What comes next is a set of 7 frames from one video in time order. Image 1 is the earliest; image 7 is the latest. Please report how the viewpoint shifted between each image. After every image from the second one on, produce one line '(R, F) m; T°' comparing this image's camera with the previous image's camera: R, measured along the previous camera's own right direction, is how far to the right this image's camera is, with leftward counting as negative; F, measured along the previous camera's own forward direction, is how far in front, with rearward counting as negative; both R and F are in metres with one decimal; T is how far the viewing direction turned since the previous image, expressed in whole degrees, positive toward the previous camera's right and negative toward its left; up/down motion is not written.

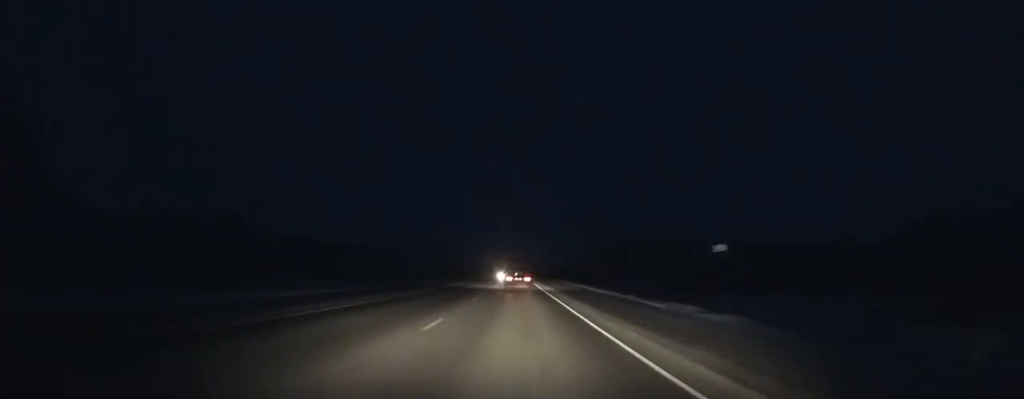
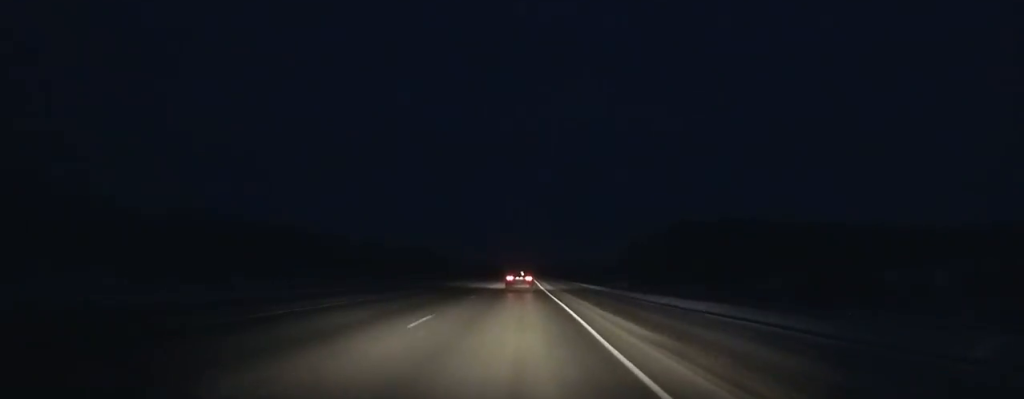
(-1.2, +118.4) m; -1°
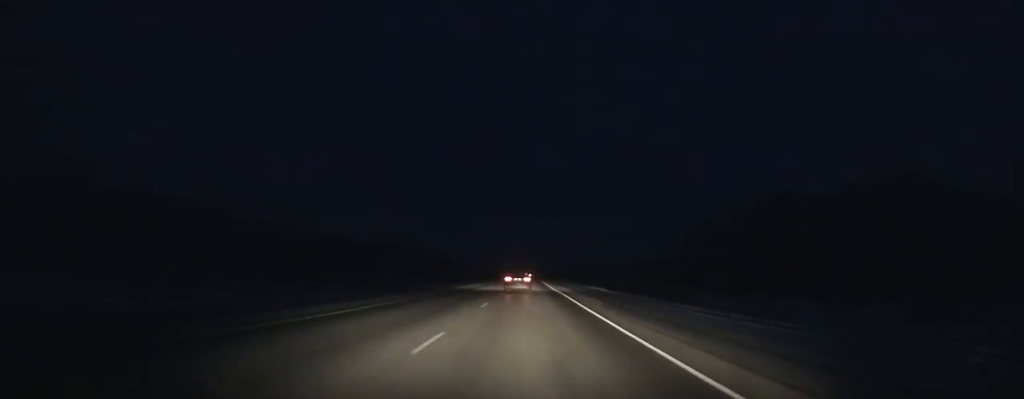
(0.0, +86.2) m; 0°
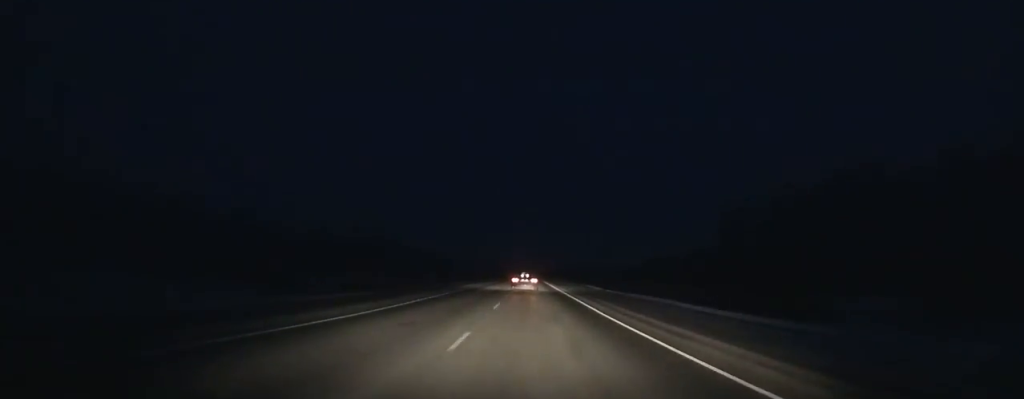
(-0.1, +34.8) m; 0°
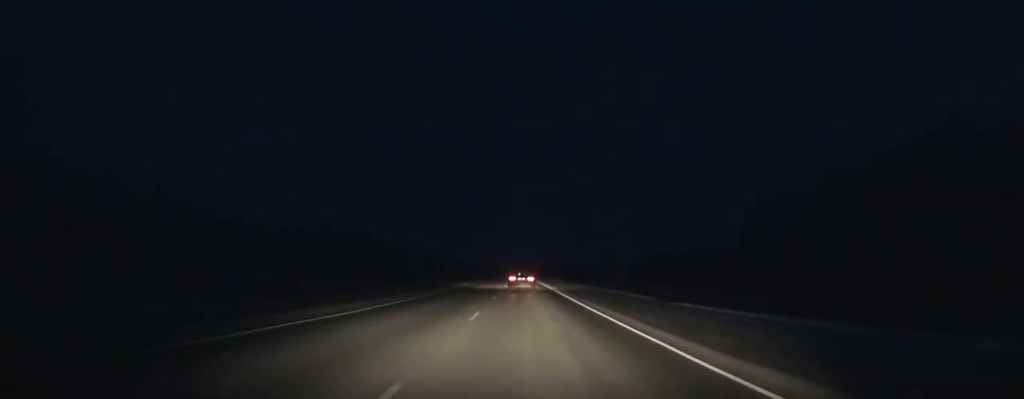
(0.0, +30.4) m; 0°
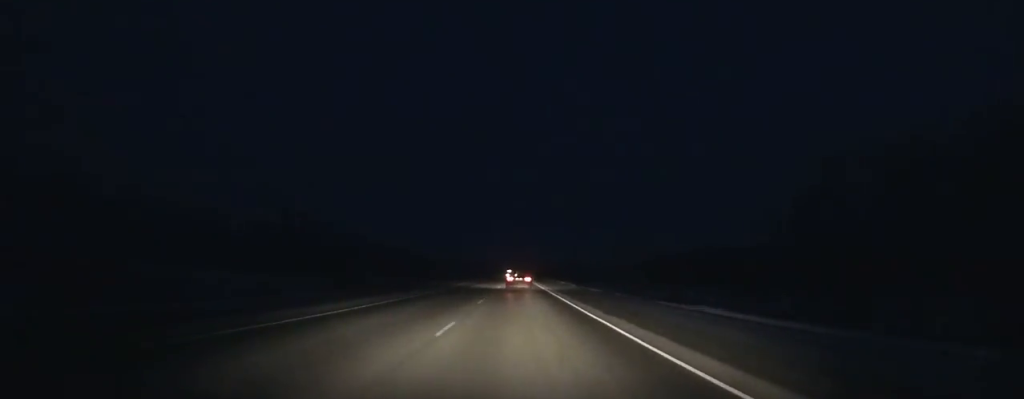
(+0.2, +28.1) m; 0°
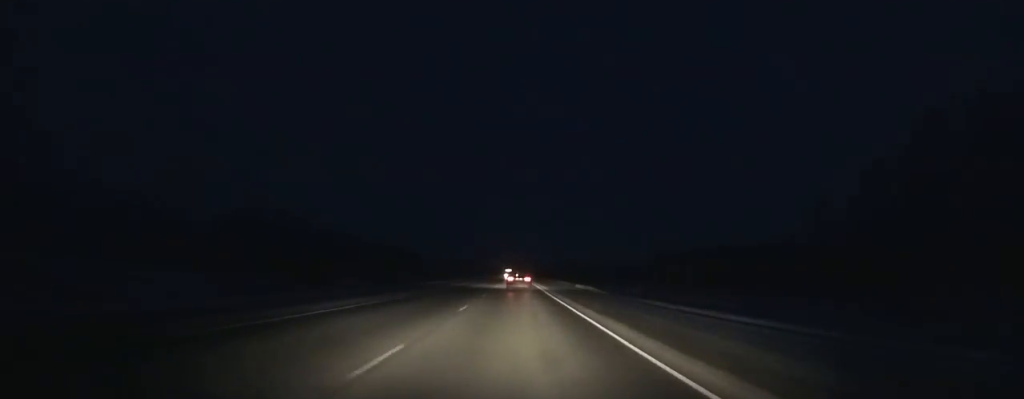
(+0.1, +28.1) m; 0°
